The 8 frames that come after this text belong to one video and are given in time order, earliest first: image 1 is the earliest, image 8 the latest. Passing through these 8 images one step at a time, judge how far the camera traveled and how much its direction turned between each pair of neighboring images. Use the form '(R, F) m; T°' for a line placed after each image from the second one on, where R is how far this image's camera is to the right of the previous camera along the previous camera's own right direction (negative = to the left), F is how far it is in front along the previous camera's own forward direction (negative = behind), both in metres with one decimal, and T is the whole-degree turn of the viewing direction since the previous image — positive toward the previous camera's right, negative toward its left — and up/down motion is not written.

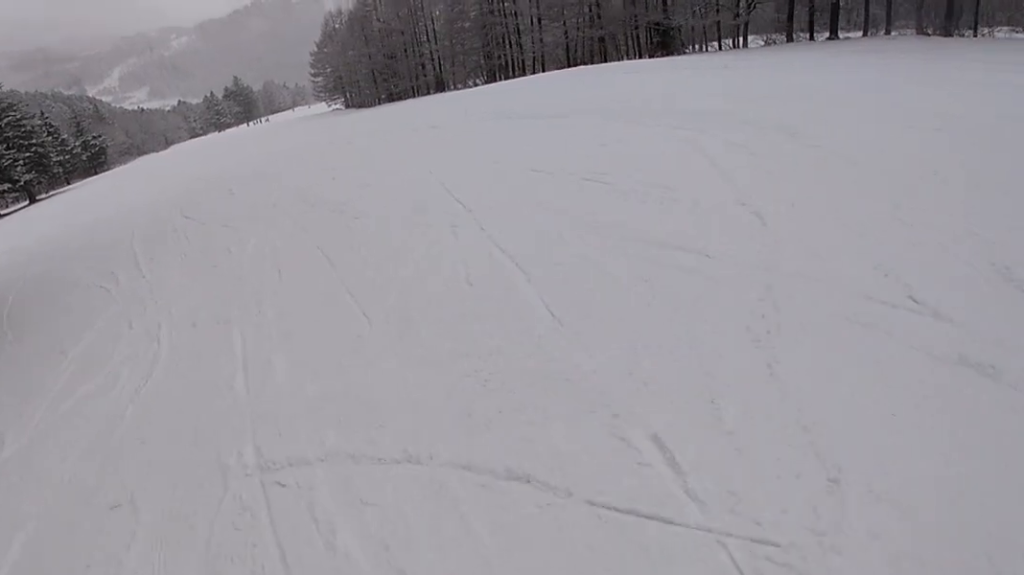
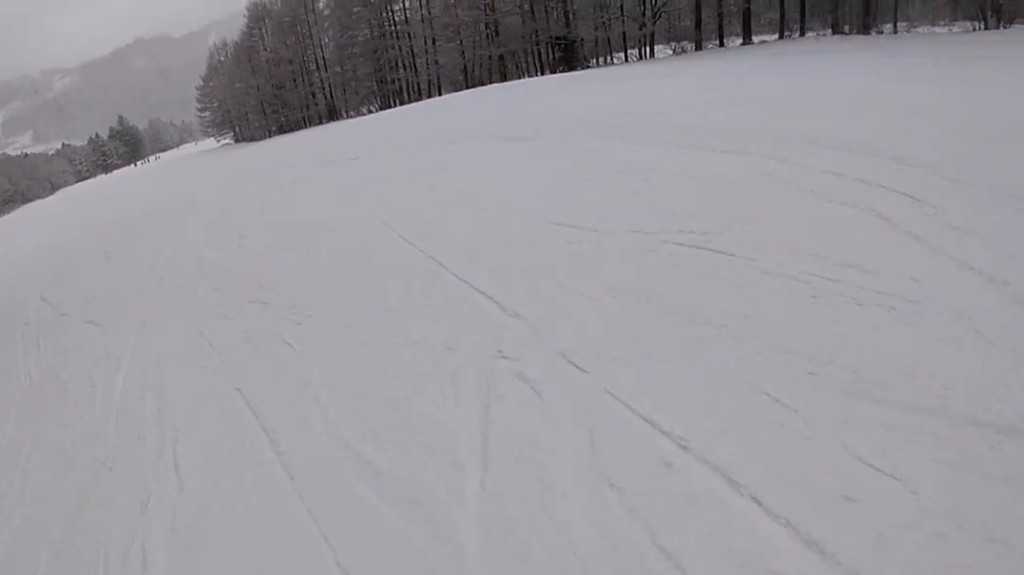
(+0.7, +3.2) m; +11°
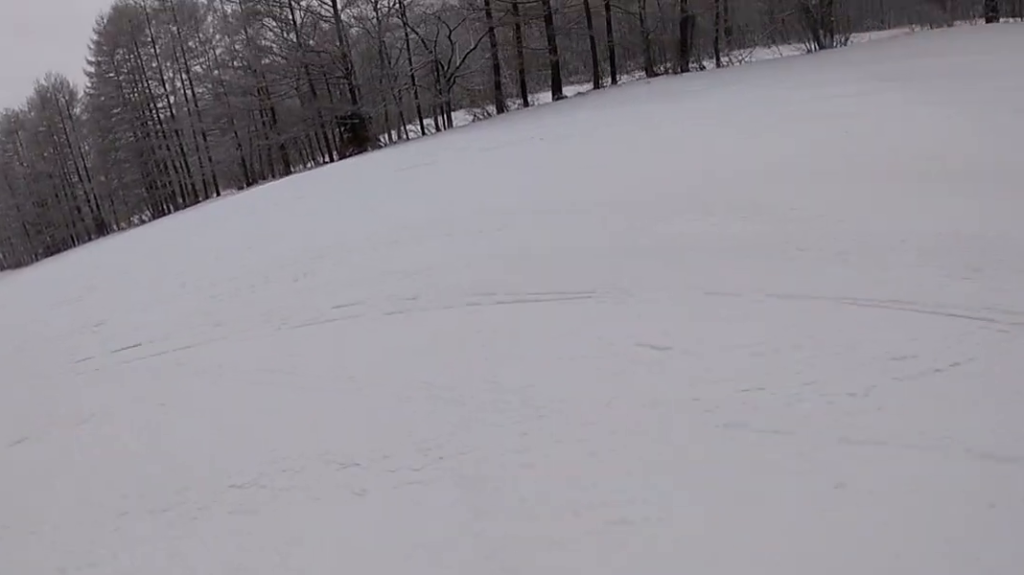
(+0.7, +6.3) m; +4°
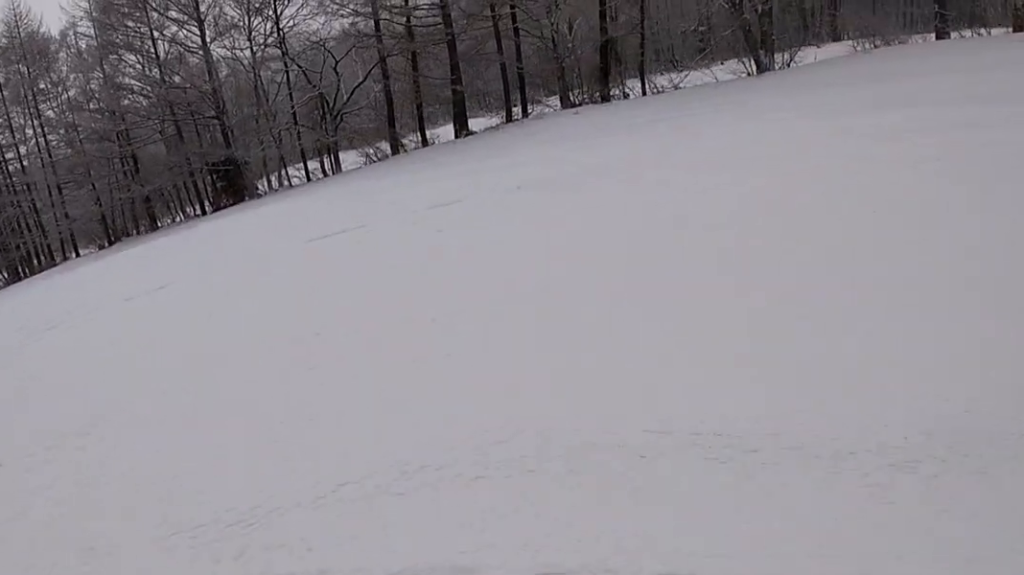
(-0.1, +5.1) m; 0°
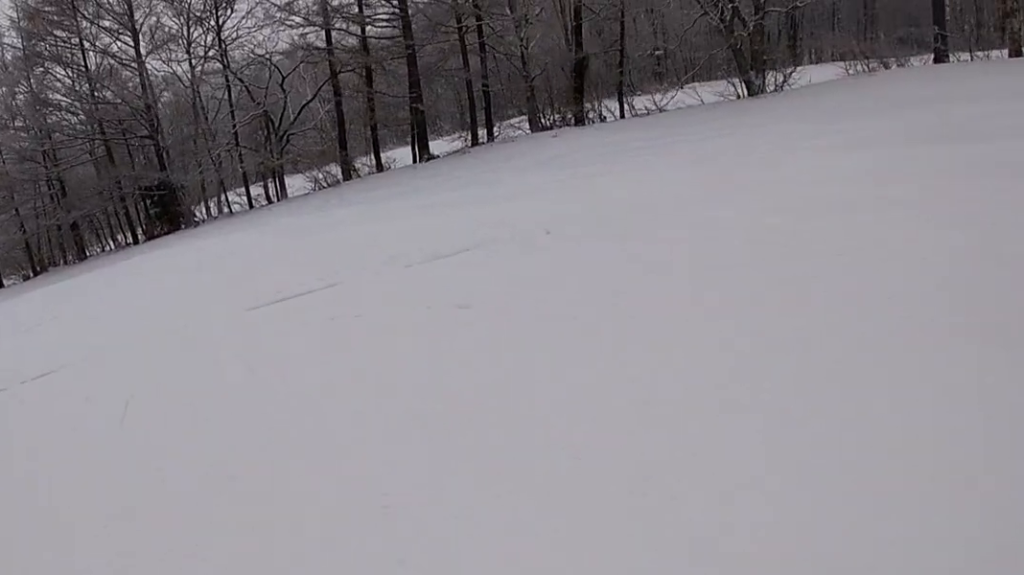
(-0.2, +3.1) m; 0°
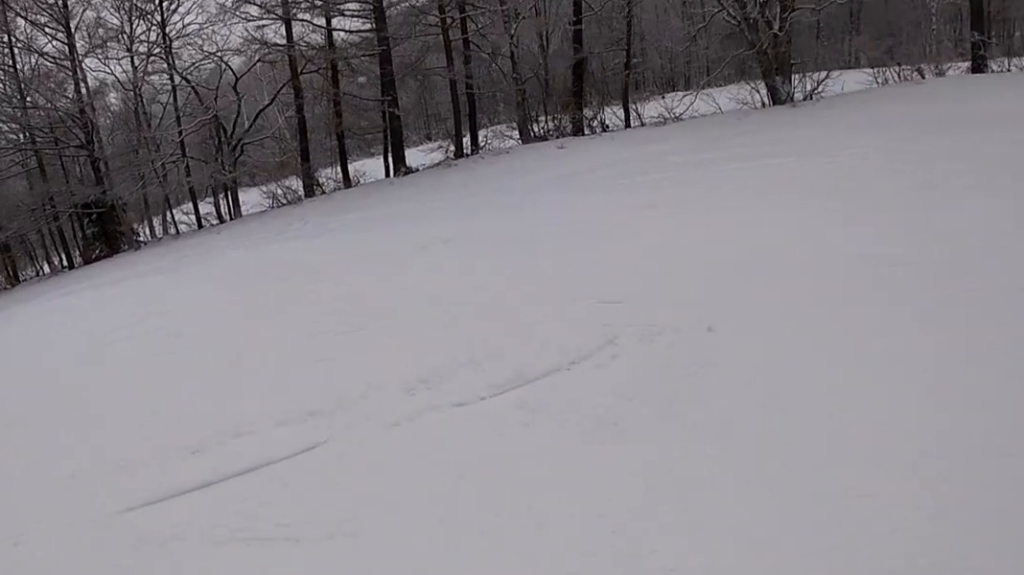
(+0.2, +3.7) m; 0°
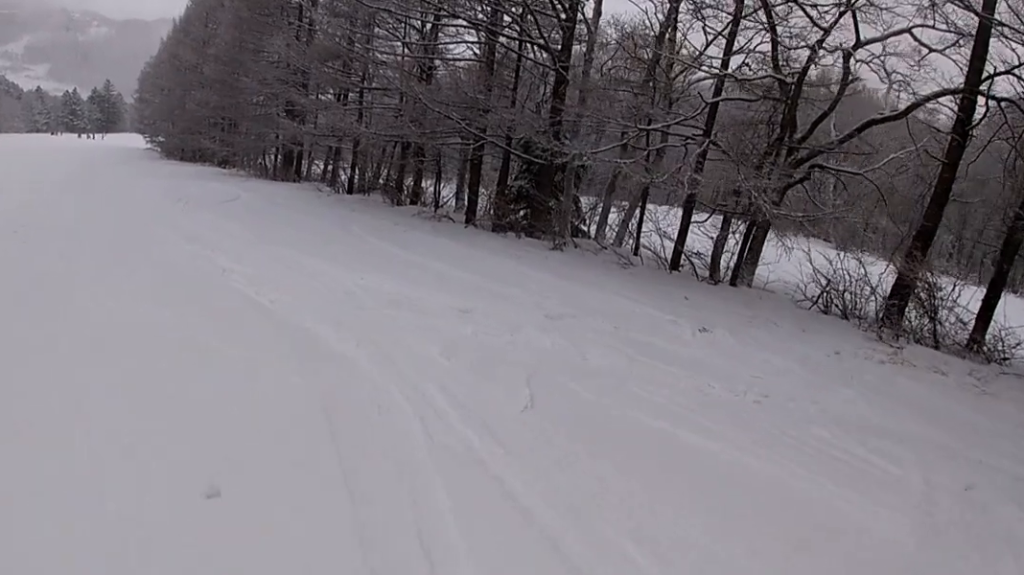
(-2.0, +11.1) m; -41°
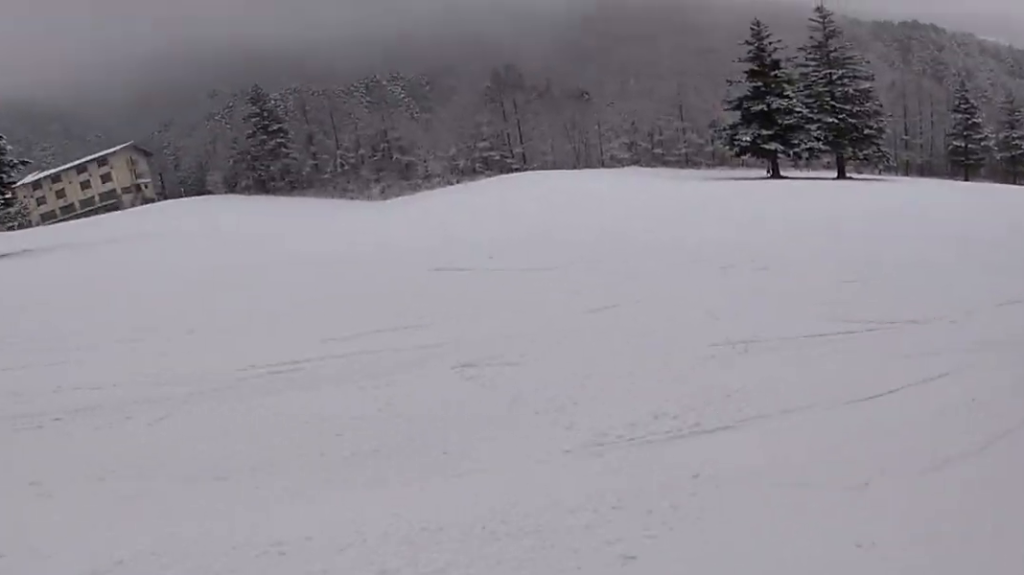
(-2.0, +5.7) m; -28°
